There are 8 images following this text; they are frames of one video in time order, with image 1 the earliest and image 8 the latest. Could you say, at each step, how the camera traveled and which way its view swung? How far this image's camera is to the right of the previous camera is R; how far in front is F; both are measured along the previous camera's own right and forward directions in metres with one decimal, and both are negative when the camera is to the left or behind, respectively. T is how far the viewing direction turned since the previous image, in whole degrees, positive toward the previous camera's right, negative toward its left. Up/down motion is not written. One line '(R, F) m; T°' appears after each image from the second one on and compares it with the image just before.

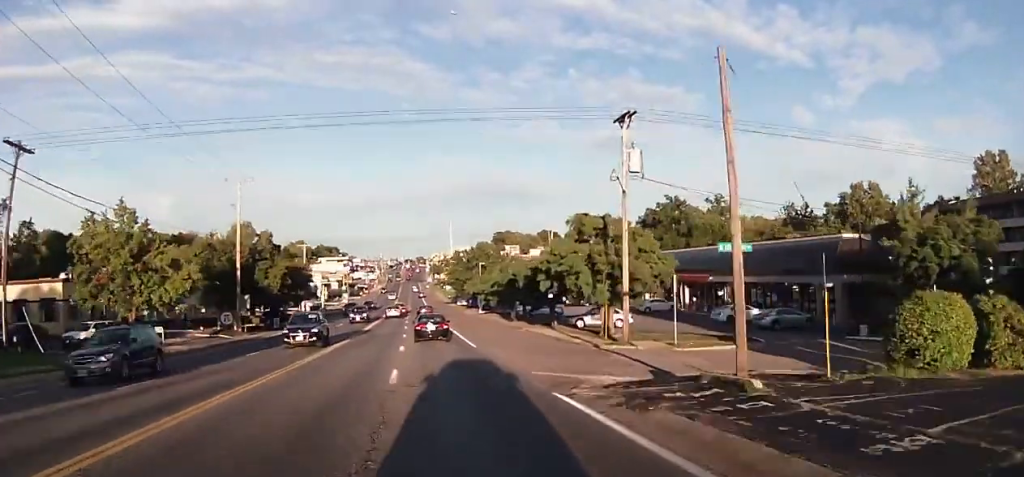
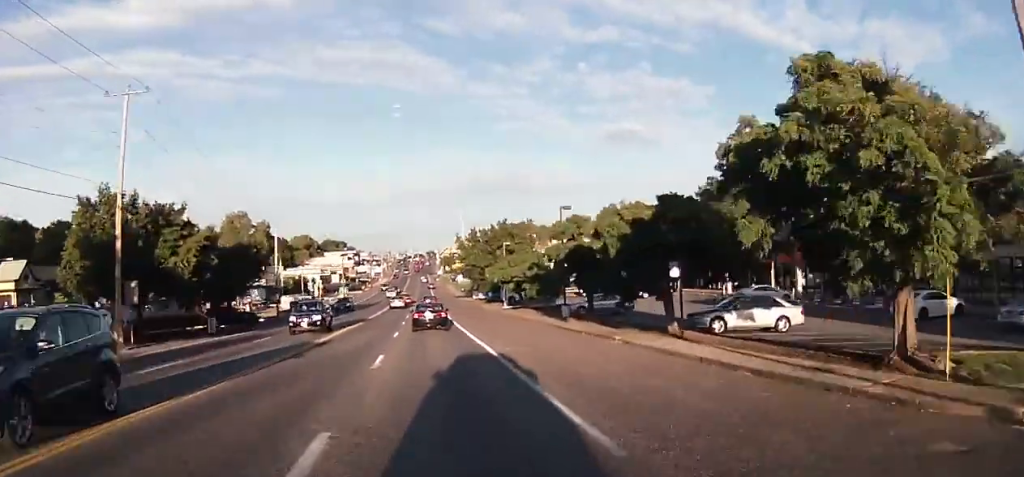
(-0.5, +22.1) m; -2°
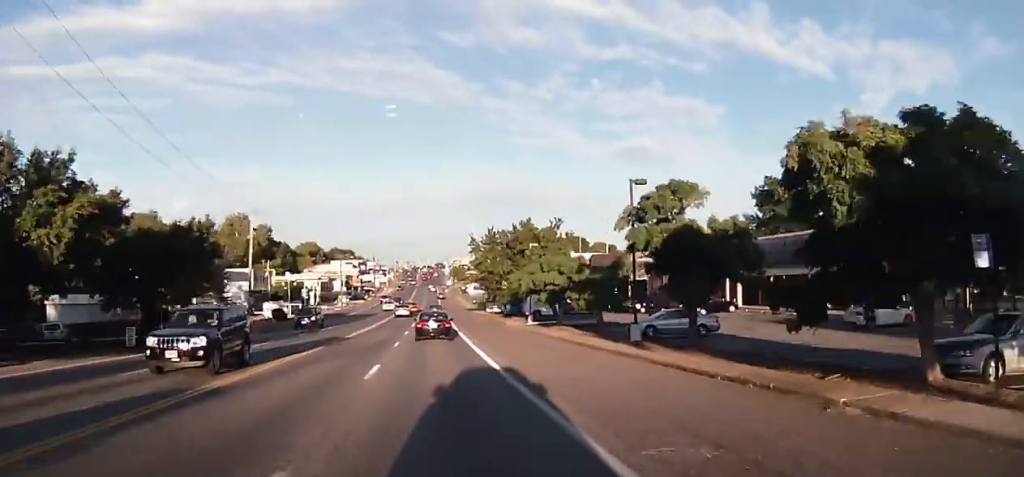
(-0.1, +13.7) m; 0°
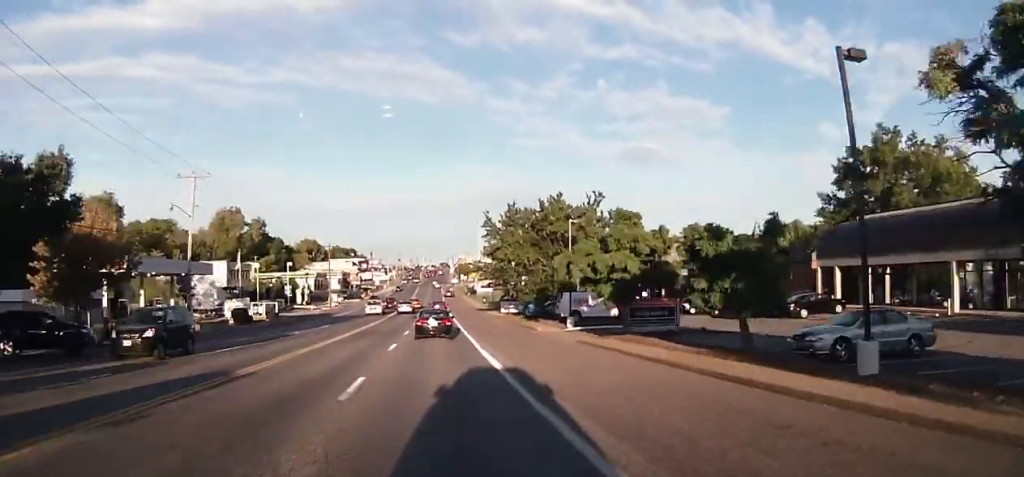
(0.0, +16.2) m; 0°
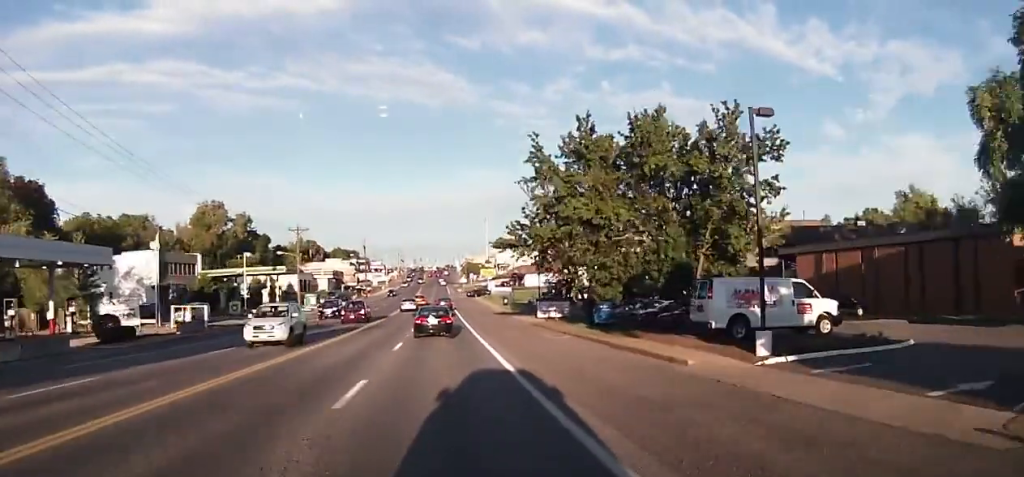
(0.0, +25.9) m; 0°
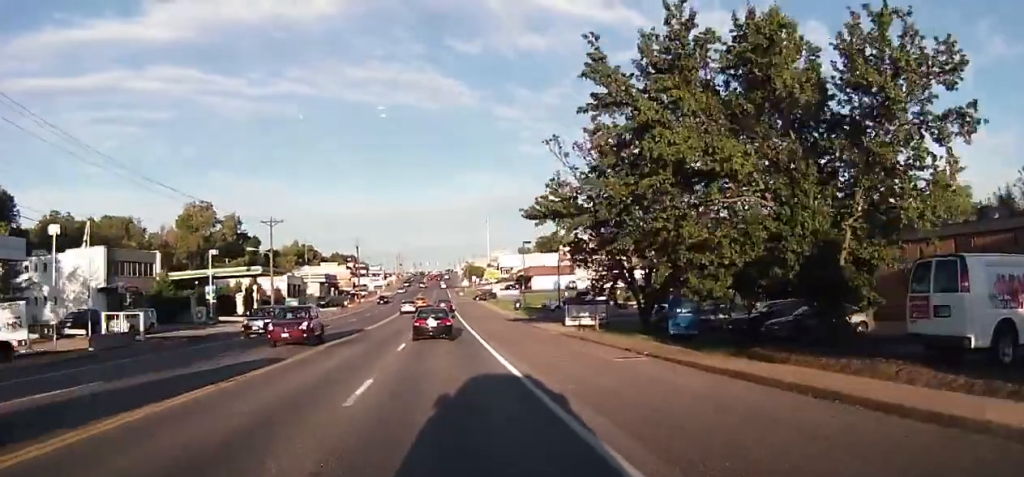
(0.0, +11.7) m; 0°
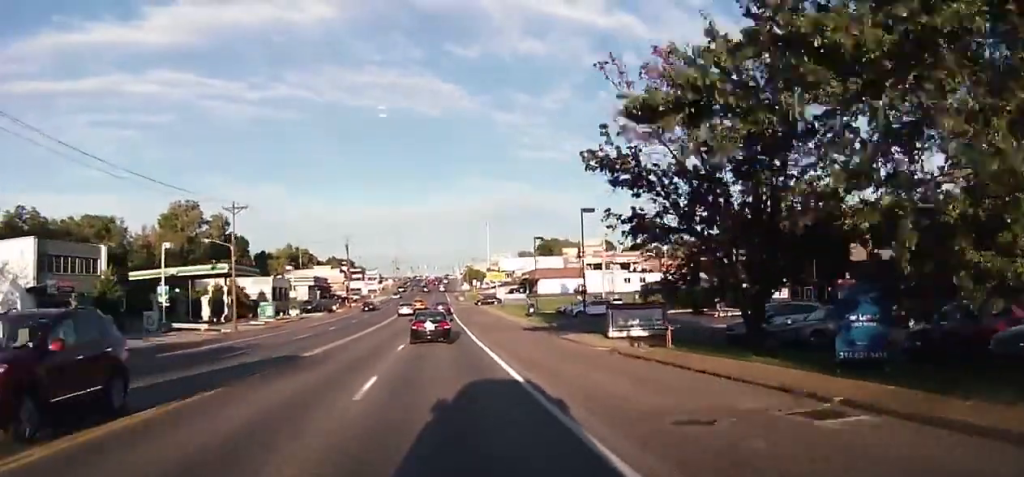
(0.0, +11.6) m; 0°
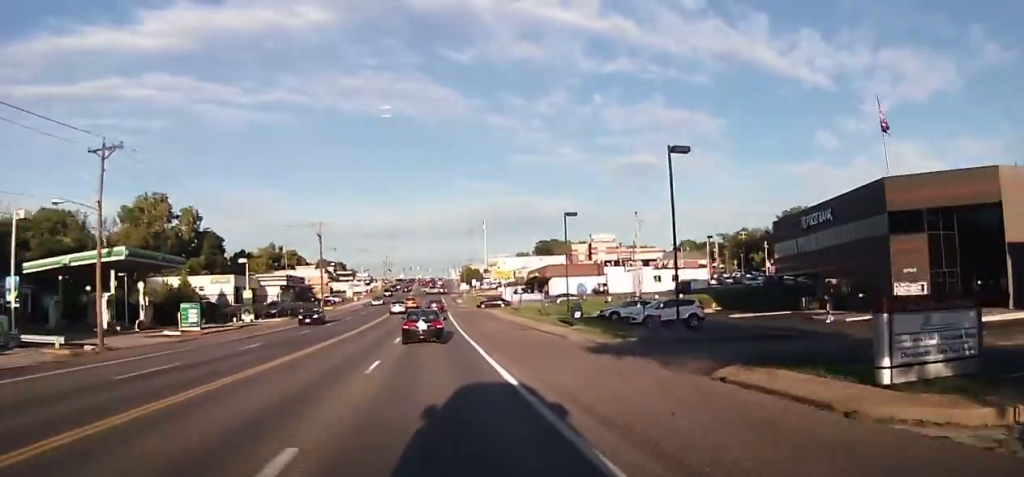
(-0.1, +21.0) m; -1°
